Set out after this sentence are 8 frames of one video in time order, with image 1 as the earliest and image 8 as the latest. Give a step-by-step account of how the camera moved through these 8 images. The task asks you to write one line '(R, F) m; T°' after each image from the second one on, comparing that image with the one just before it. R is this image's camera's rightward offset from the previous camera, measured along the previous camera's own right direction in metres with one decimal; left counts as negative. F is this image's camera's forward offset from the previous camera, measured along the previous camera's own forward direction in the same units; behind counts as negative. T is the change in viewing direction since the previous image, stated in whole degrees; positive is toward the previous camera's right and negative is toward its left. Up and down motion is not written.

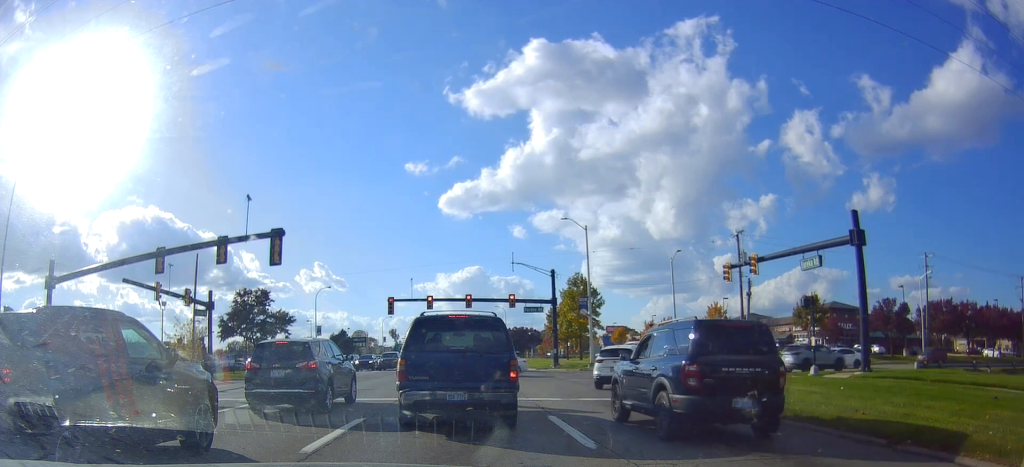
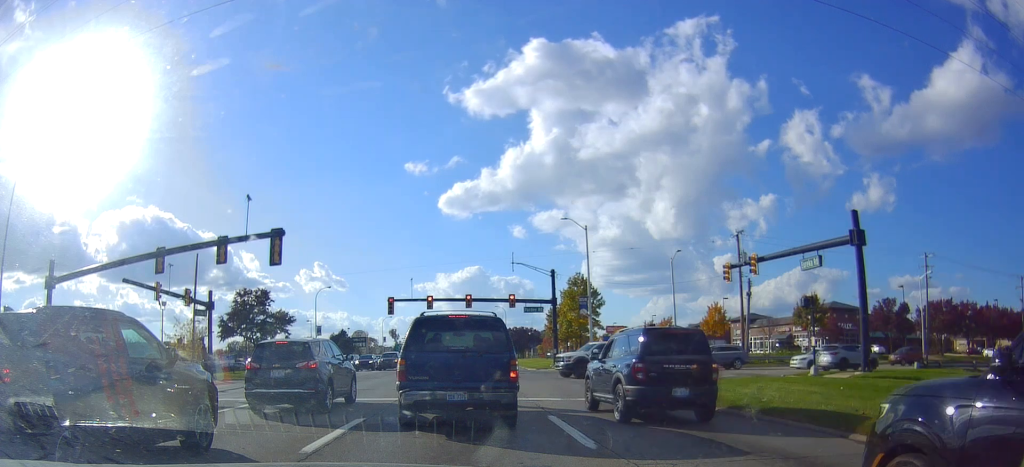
(0.0, 0.0) m; 0°
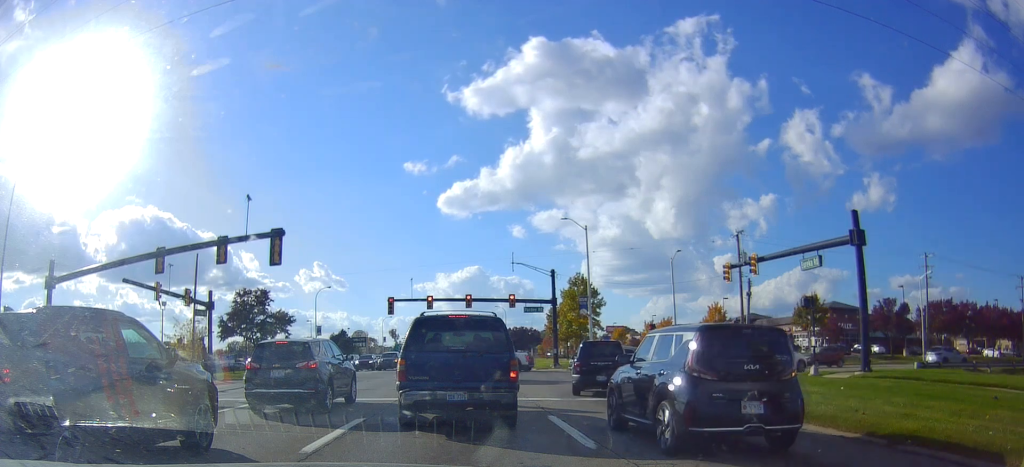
(0.0, 0.0) m; 0°
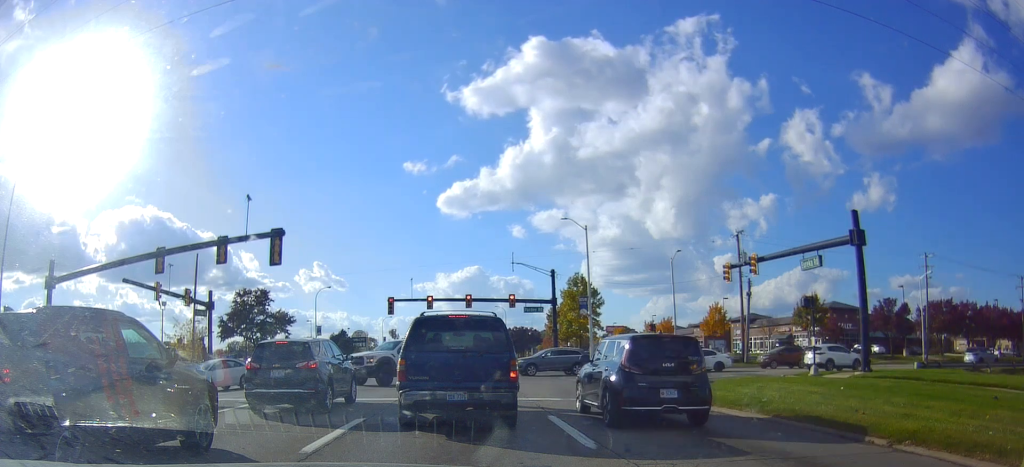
(0.0, 0.0) m; 0°
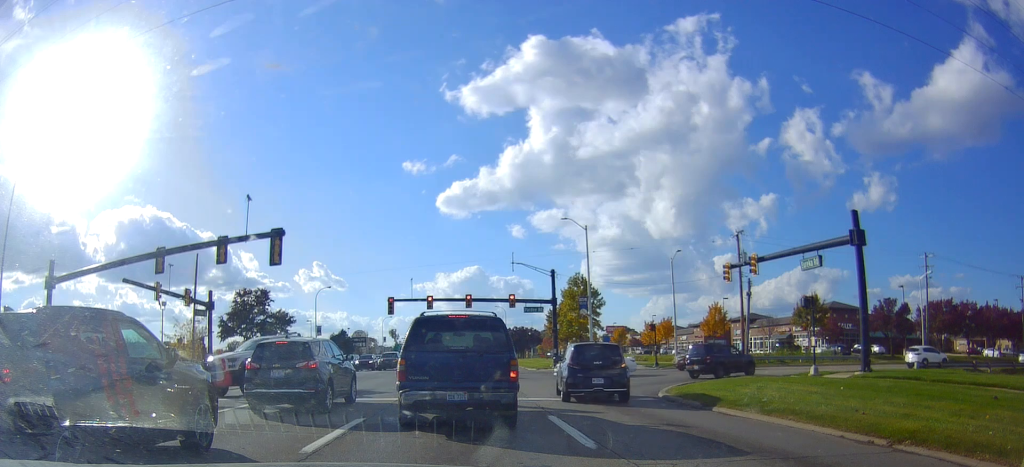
(0.0, 0.0) m; 0°
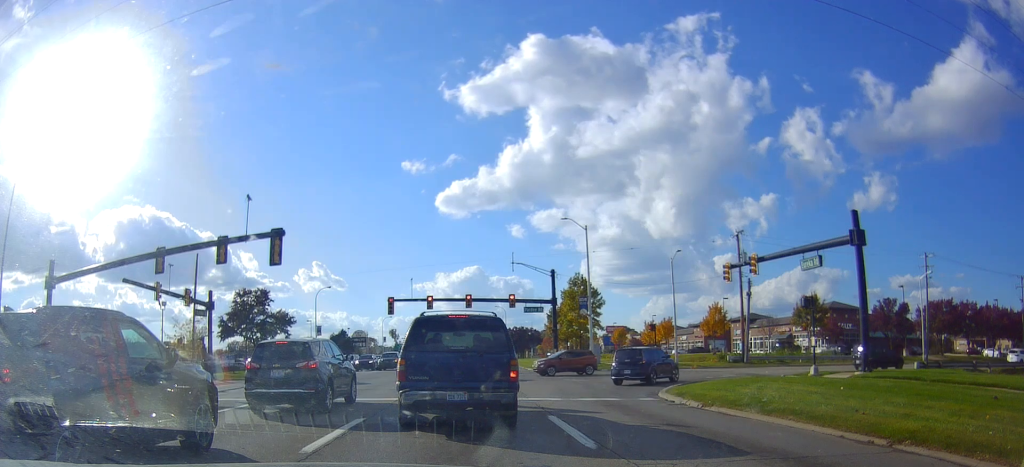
(0.0, 0.0) m; 0°
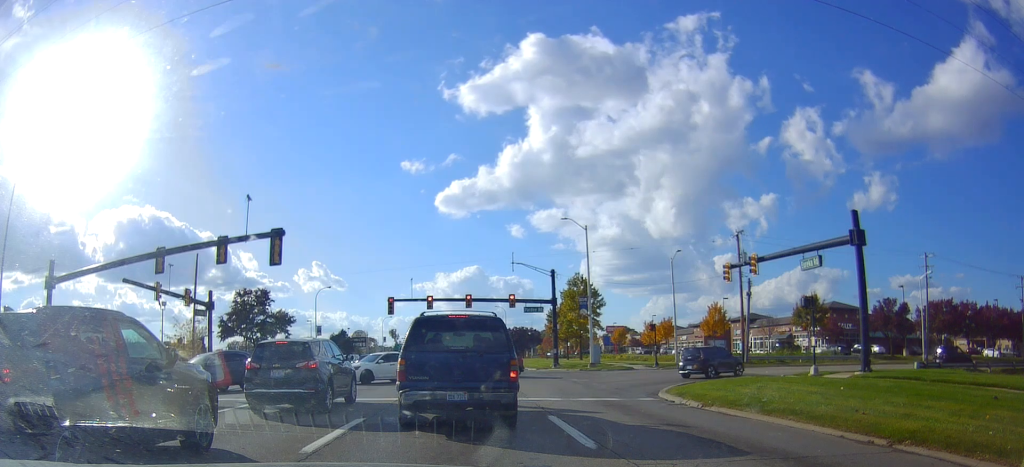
(0.0, 0.0) m; 0°
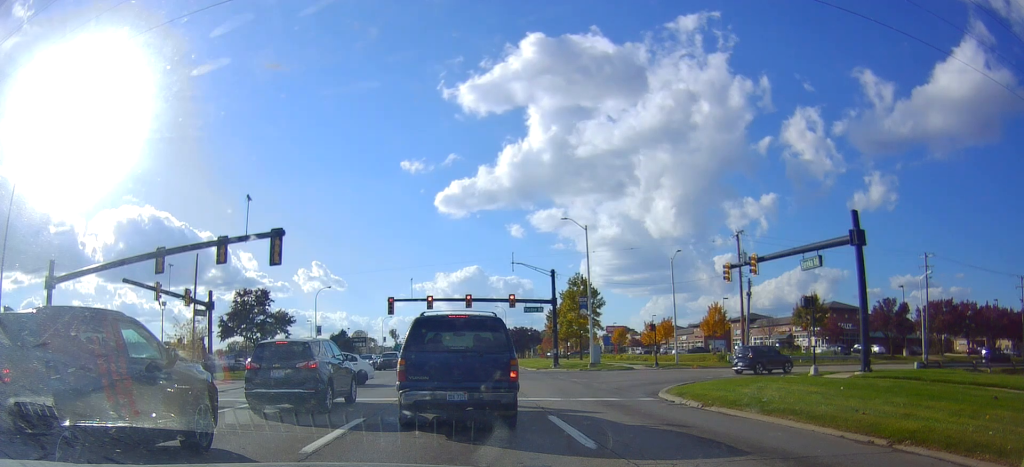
(0.0, 0.0) m; 0°
